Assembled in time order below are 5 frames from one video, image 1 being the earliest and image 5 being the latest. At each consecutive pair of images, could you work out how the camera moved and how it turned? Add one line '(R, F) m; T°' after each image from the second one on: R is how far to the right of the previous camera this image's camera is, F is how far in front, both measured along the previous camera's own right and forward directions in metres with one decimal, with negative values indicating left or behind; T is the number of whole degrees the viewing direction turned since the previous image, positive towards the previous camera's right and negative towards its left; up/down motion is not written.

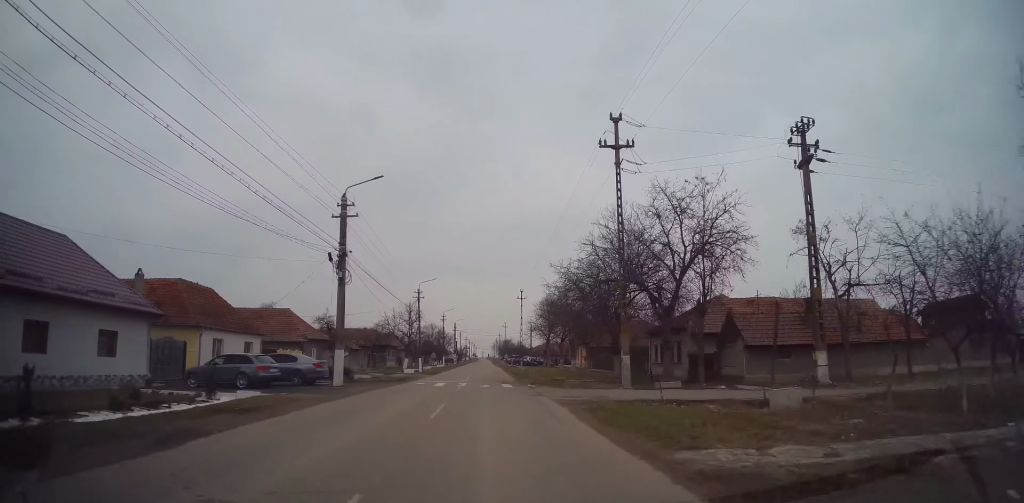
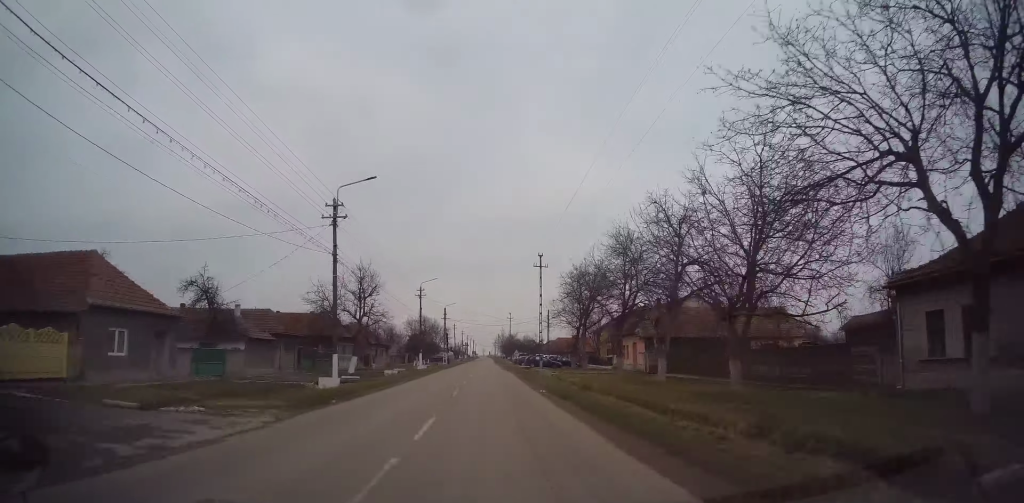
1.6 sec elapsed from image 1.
(+0.6, +29.4) m; +2°
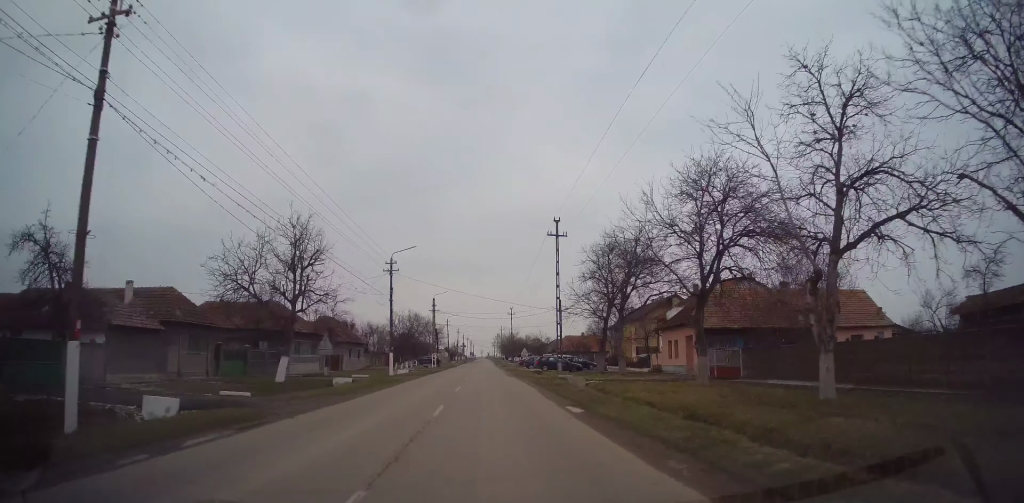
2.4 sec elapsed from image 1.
(0.0, +15.5) m; -1°
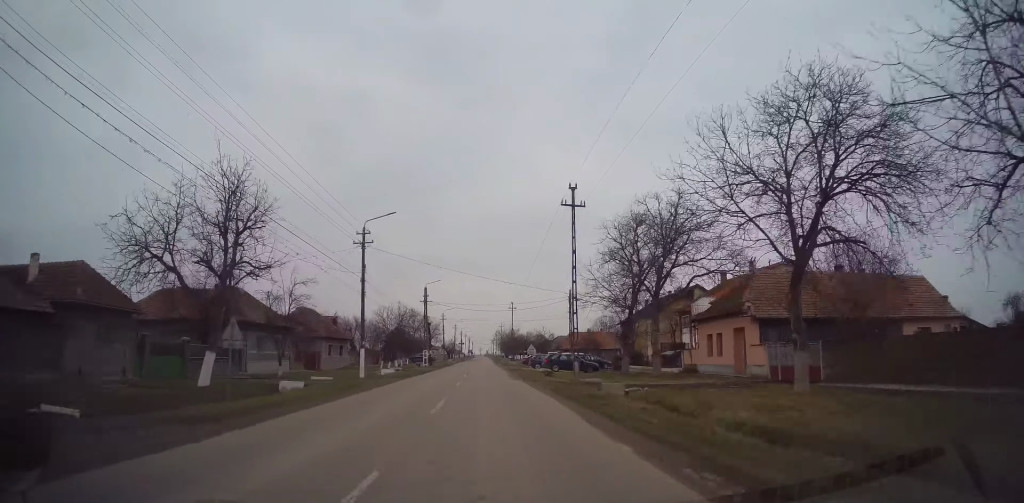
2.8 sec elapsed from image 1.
(-0.1, +8.1) m; 0°
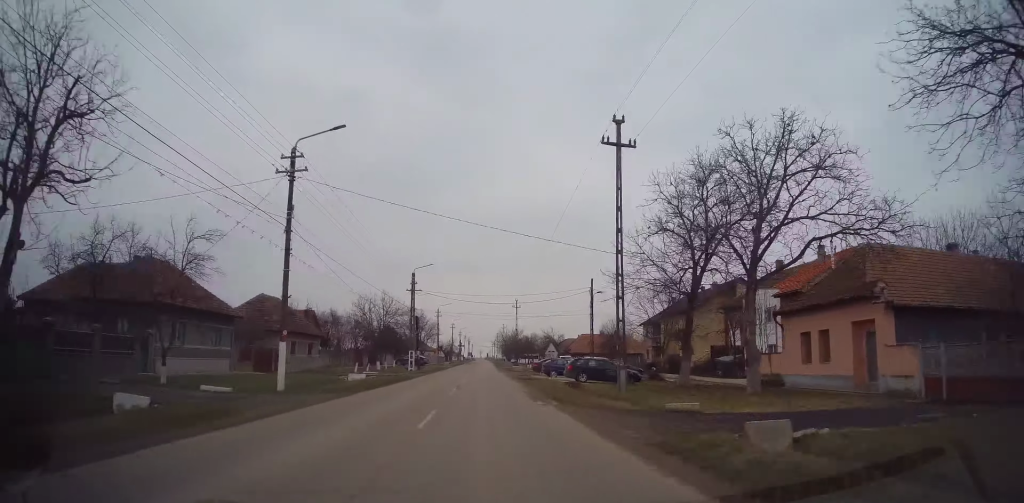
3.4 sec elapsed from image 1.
(-0.2, +11.5) m; 0°
